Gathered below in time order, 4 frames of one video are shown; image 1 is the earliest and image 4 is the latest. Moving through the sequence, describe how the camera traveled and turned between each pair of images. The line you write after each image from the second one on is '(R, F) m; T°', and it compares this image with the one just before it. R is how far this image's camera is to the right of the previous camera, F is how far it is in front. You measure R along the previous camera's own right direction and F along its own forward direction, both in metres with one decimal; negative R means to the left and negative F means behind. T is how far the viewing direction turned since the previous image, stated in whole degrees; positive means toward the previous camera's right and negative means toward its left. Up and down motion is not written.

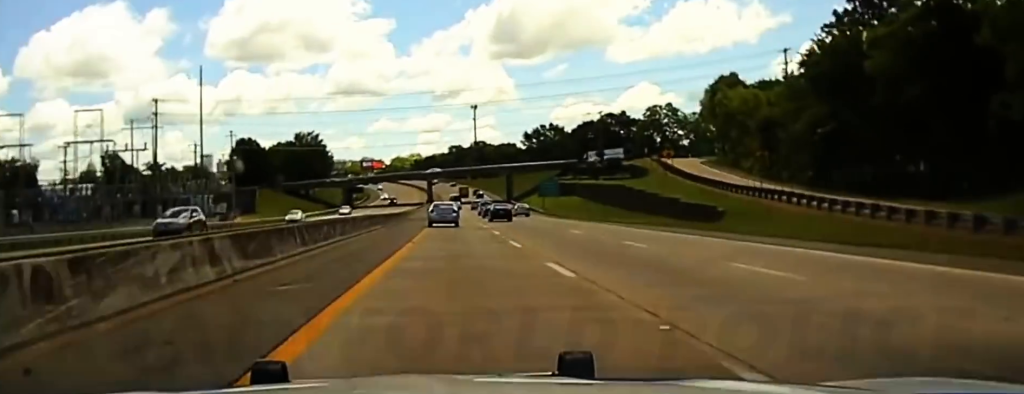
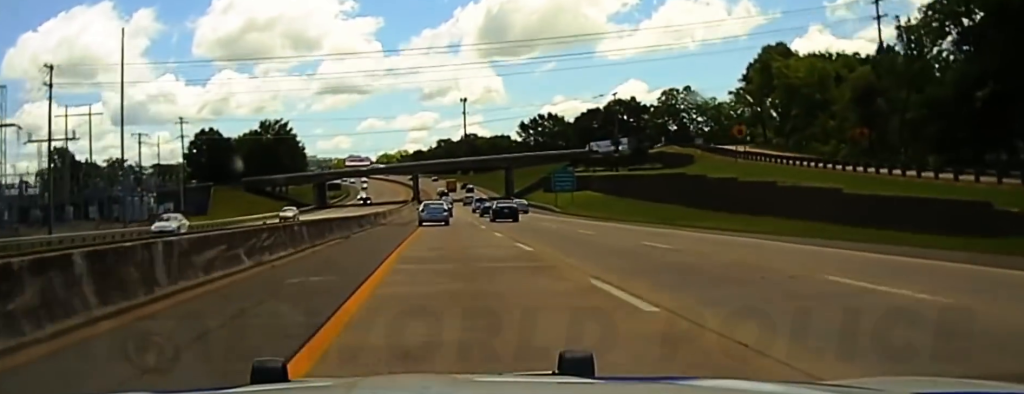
(0.0, +28.8) m; 0°
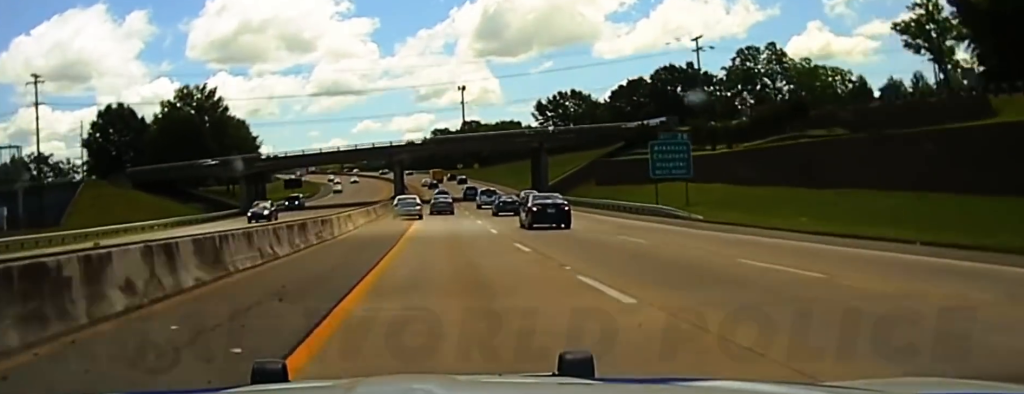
(+0.5, +57.5) m; +1°
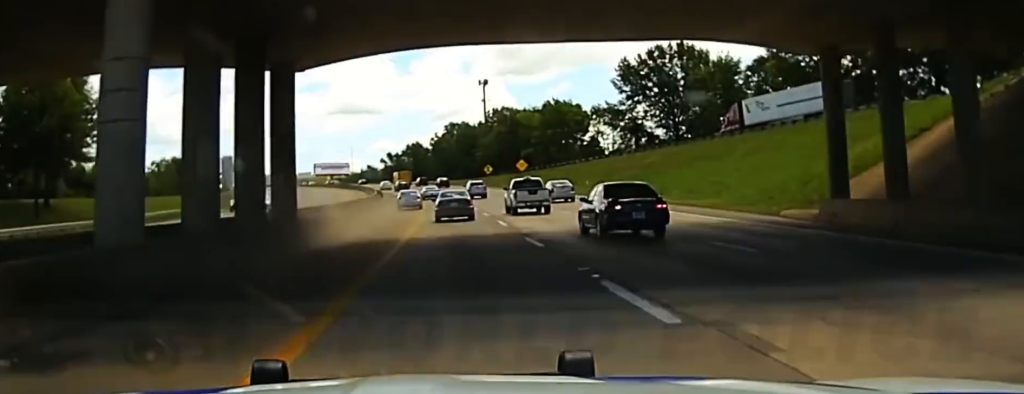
(-0.3, +93.4) m; -2°
